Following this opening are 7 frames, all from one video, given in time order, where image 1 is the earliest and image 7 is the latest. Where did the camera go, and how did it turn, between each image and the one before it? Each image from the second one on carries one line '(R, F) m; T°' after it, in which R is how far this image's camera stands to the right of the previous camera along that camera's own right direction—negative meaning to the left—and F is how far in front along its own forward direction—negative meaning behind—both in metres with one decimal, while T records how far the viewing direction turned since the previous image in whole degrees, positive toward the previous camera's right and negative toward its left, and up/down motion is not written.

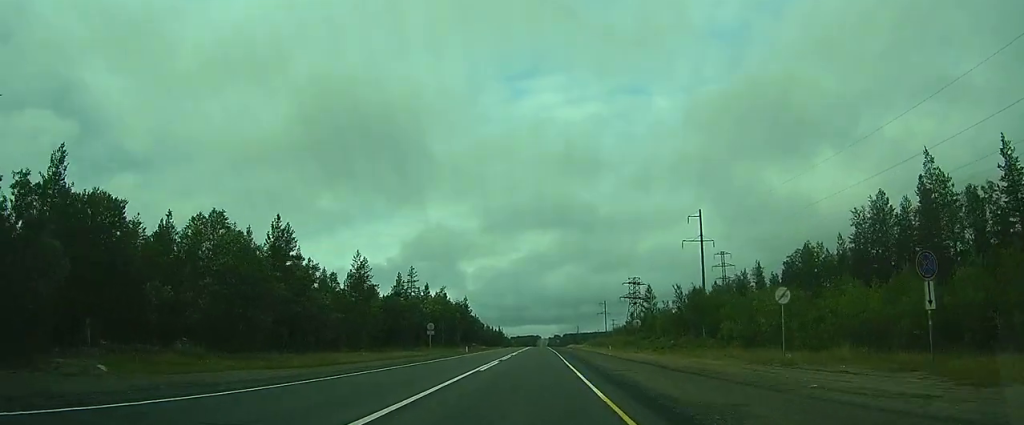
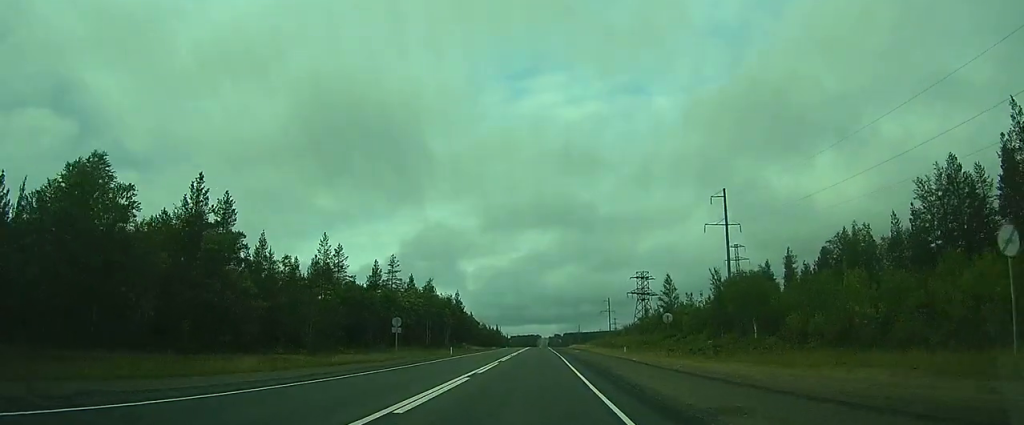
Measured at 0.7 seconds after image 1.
(0.0, +16.3) m; 0°
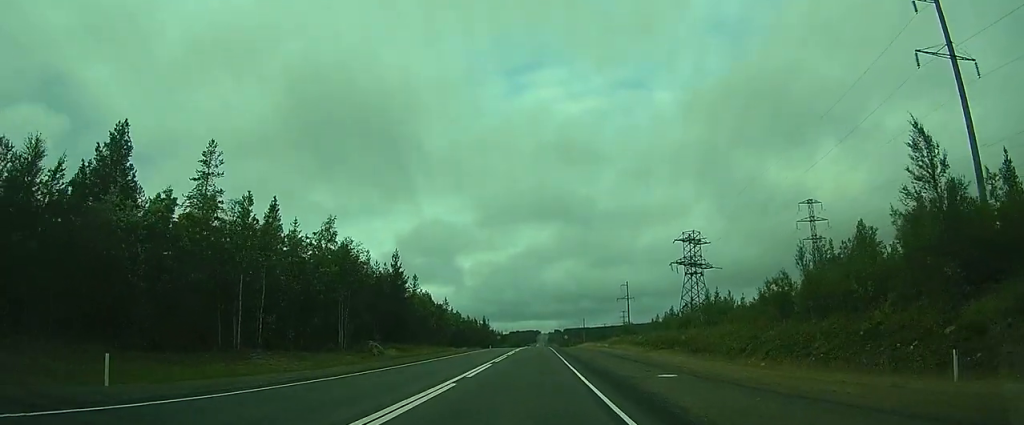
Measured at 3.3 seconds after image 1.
(0.0, +59.8) m; 0°
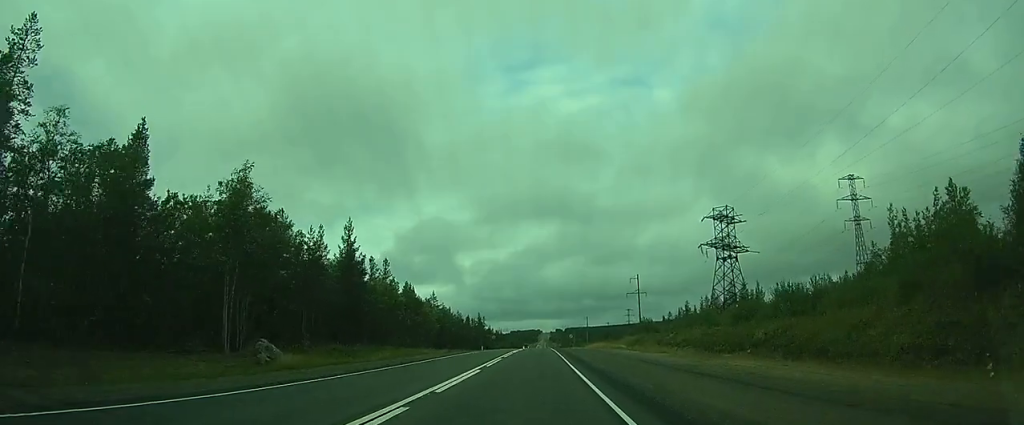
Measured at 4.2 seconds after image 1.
(0.0, +19.9) m; 0°
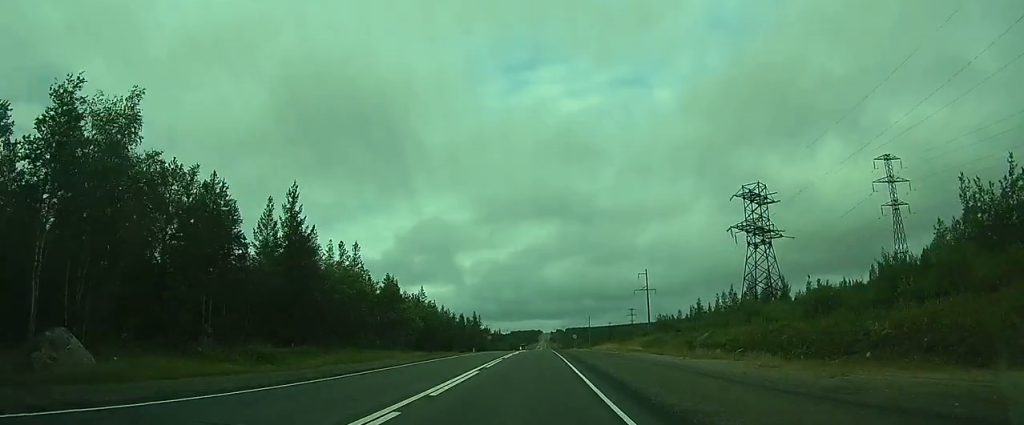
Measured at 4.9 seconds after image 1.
(0.0, +13.8) m; 0°
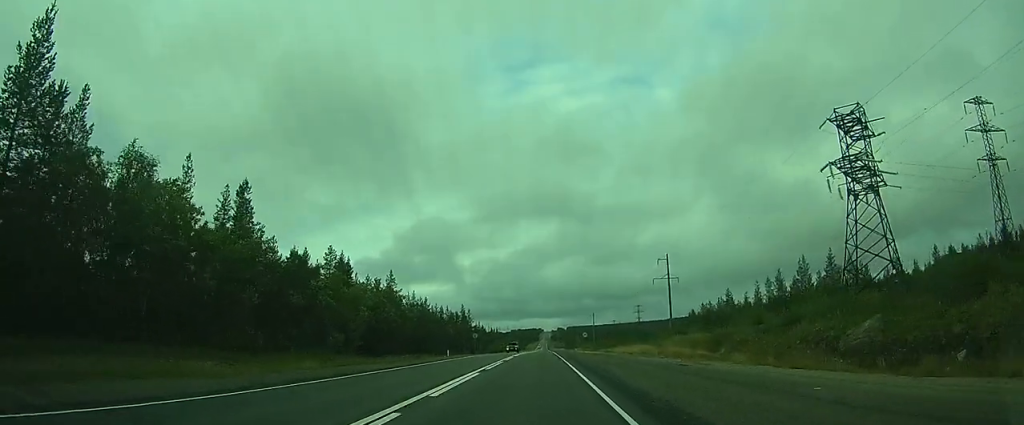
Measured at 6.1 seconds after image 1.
(0.0, +25.7) m; 0°
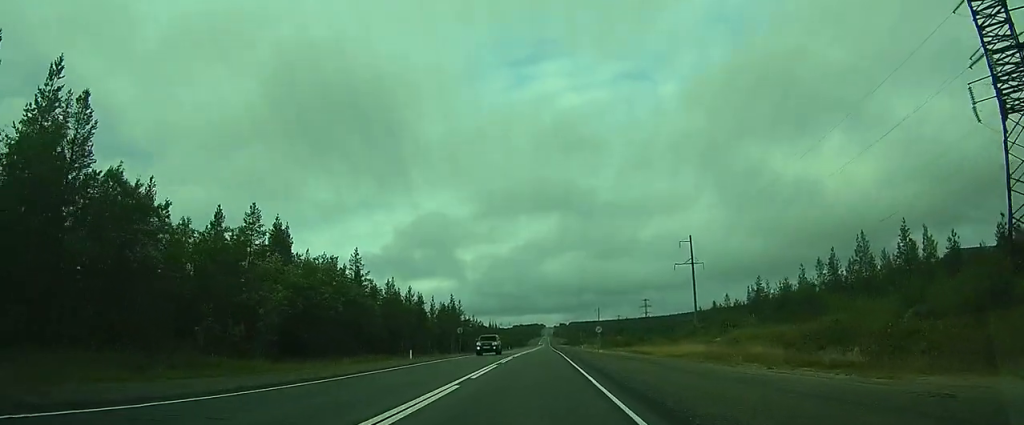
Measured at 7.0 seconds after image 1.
(0.0, +18.9) m; 0°
